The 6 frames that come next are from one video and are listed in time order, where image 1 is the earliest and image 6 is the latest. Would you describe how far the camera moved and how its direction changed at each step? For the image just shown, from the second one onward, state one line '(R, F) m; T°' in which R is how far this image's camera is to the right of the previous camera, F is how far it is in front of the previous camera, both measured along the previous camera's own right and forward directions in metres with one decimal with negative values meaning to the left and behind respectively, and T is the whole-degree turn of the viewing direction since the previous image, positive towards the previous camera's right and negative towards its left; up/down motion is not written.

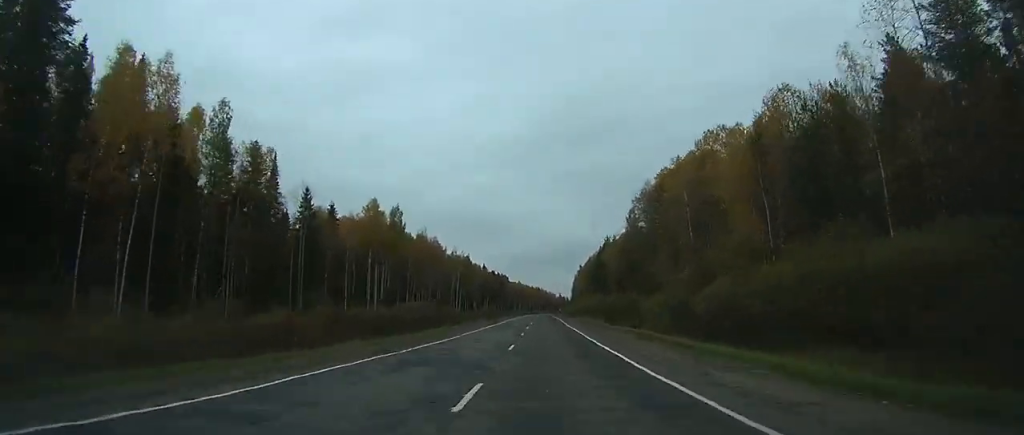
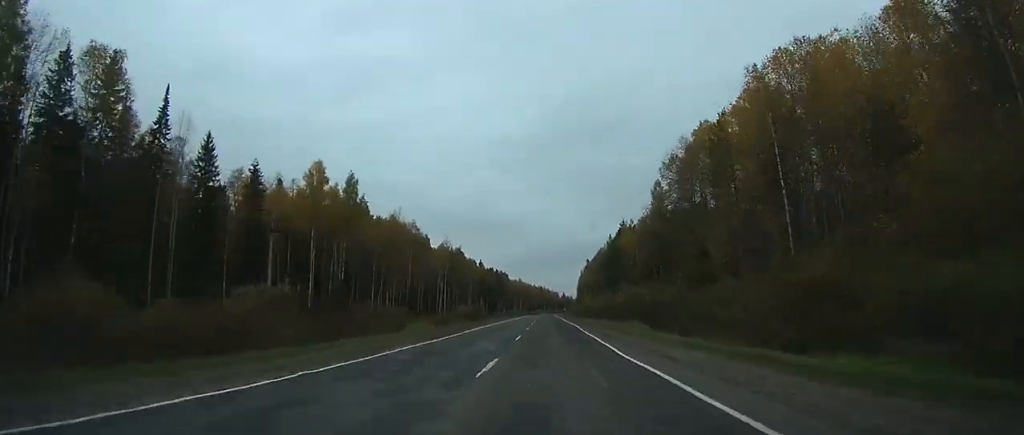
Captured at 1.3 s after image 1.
(-0.1, +32.0) m; 0°
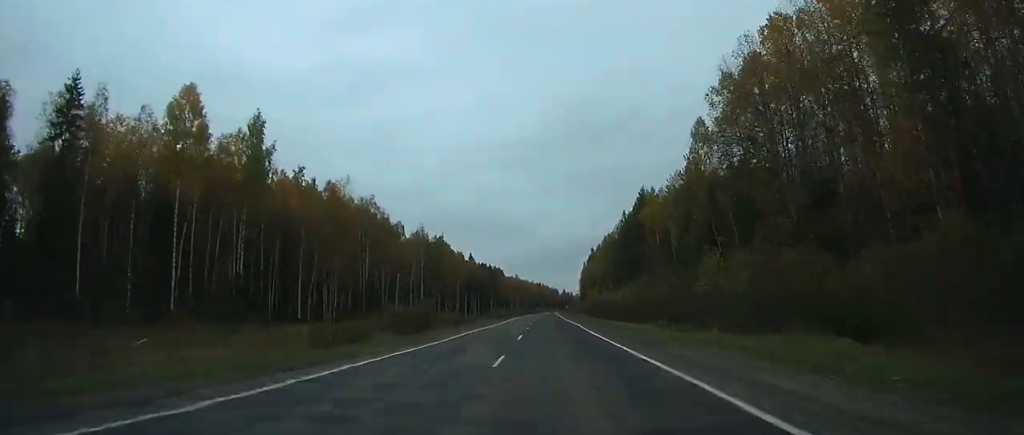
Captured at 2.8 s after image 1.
(-0.1, +34.1) m; 0°
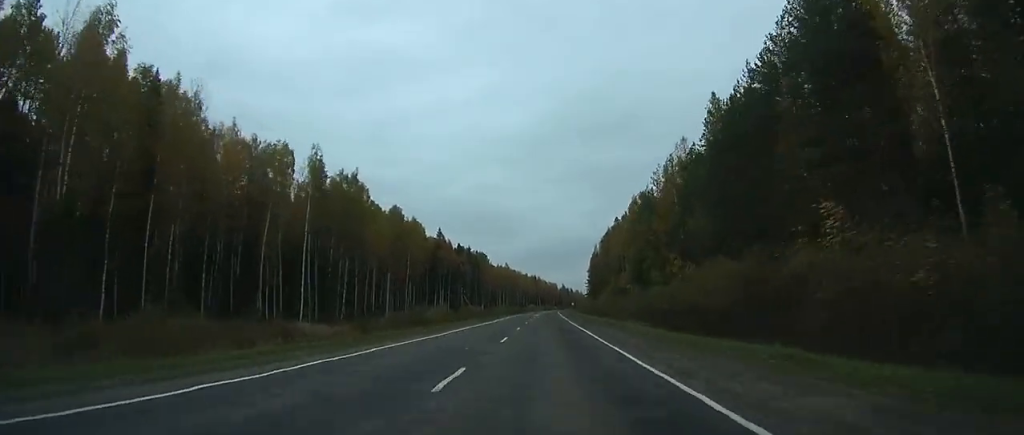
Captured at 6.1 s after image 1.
(+0.2, +72.7) m; 0°
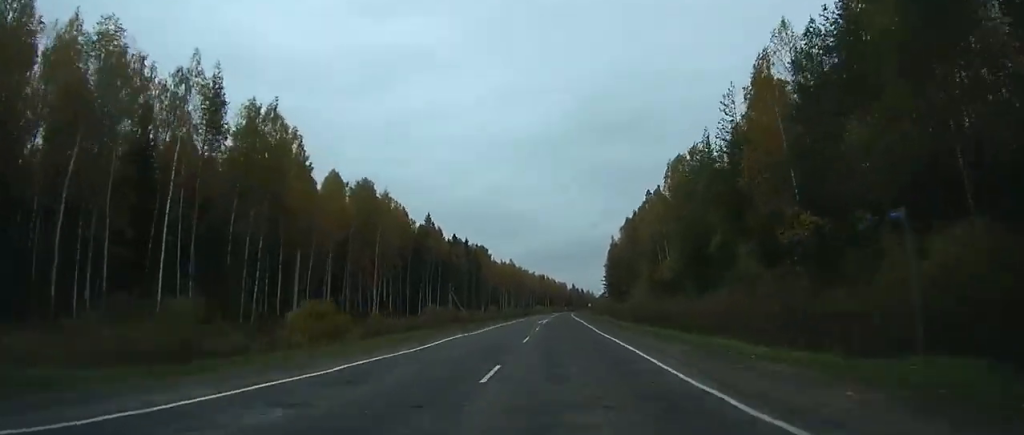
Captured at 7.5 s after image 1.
(0.0, +34.6) m; 0°
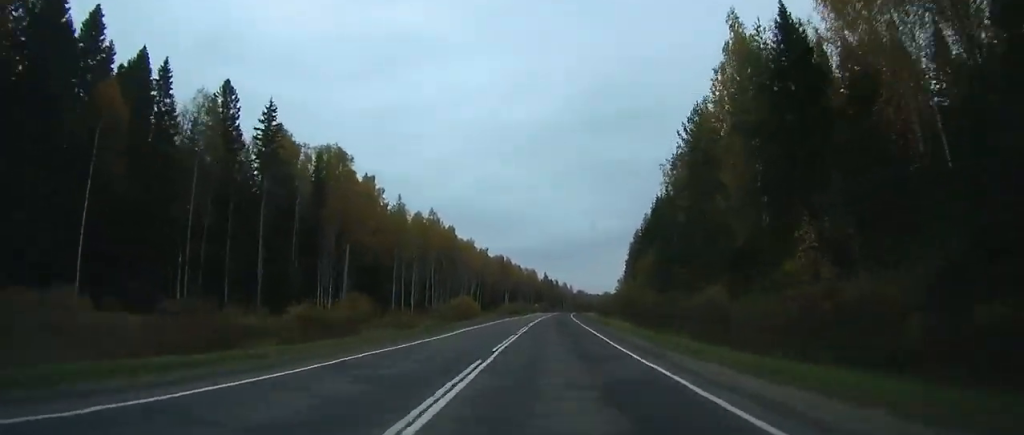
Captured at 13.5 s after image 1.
(+2.5, +139.4) m; +2°
